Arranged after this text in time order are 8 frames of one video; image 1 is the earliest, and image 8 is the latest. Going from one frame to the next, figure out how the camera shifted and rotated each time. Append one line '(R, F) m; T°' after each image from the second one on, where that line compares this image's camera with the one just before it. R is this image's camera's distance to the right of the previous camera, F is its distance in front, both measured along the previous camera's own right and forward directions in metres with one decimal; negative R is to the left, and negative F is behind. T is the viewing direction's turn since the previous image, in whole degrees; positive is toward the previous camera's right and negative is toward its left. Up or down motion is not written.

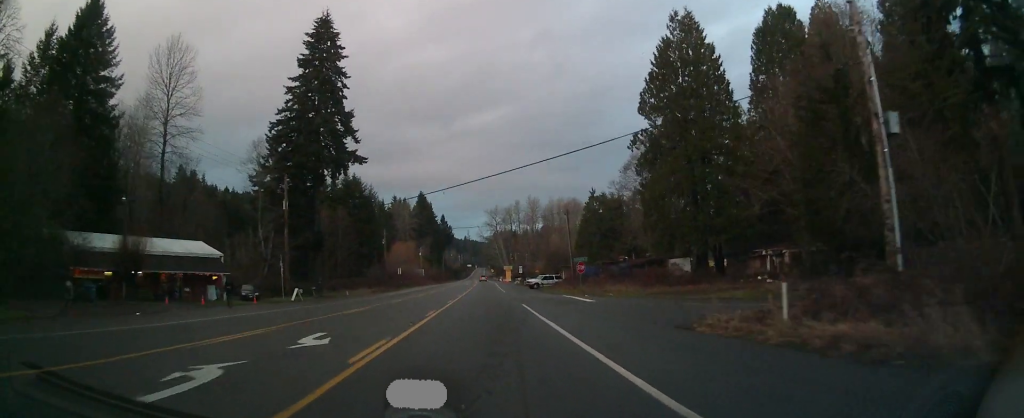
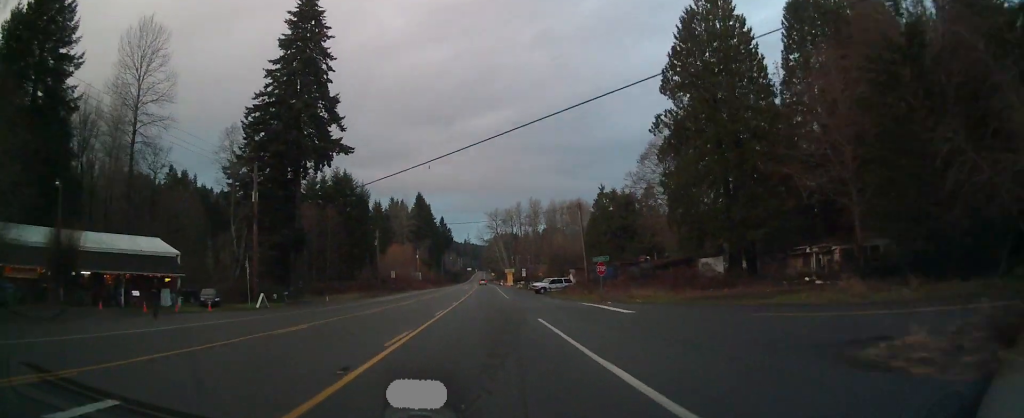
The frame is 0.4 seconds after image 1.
(0.0, +7.9) m; 0°
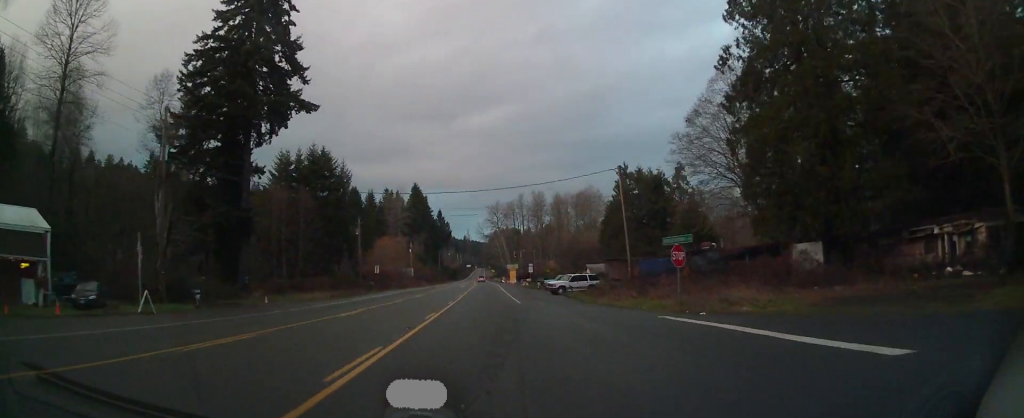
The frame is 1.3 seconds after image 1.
(0.0, +15.2) m; 0°
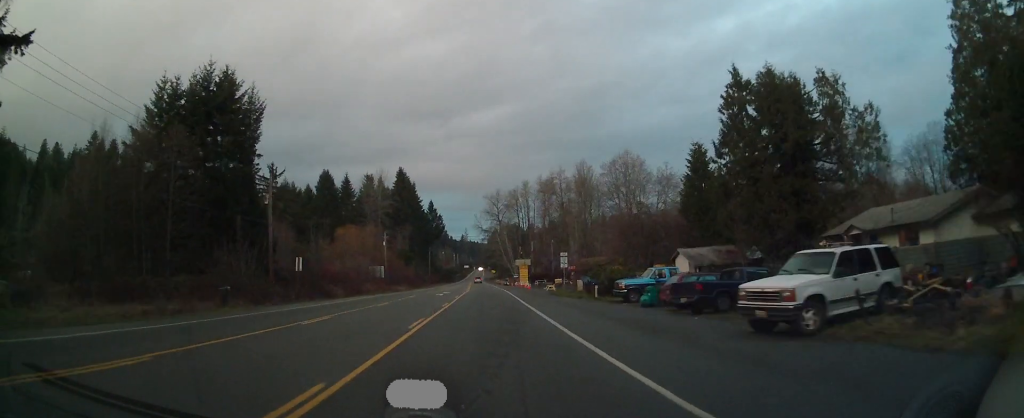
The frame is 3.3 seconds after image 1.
(-0.2, +44.3) m; -1°
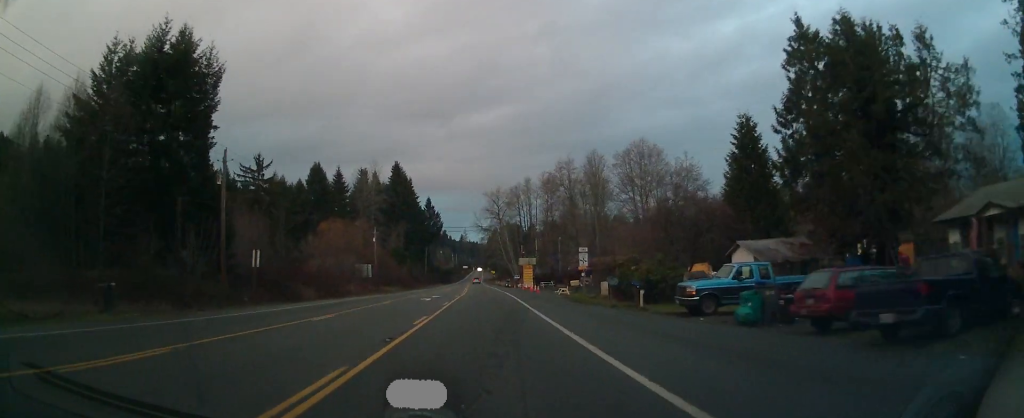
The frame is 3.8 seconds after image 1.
(0.0, +12.8) m; 0°
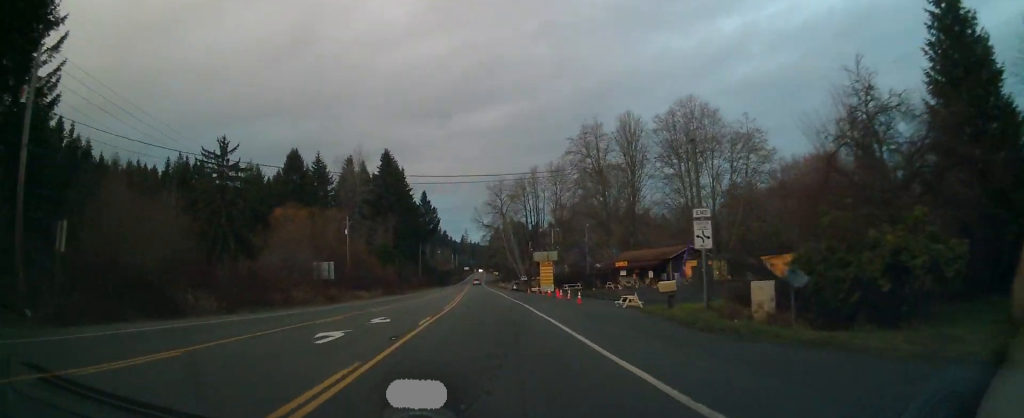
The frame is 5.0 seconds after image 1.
(-0.1, +26.9) m; 0°
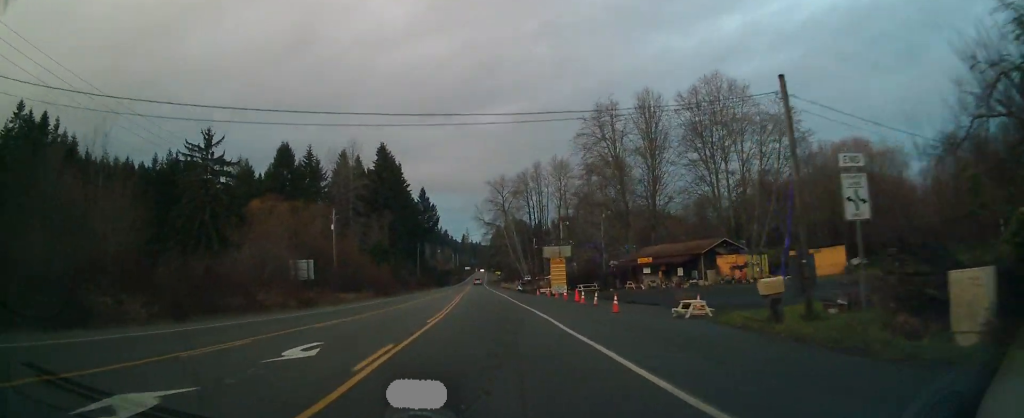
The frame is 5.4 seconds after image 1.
(0.0, +9.6) m; 0°
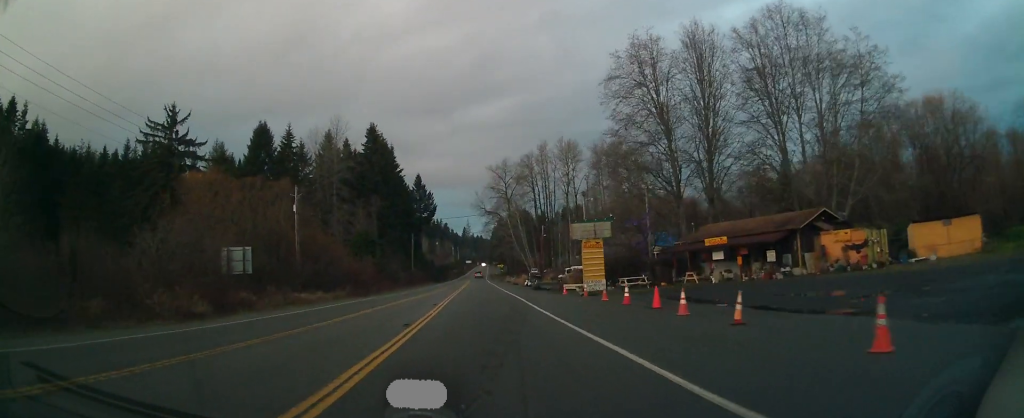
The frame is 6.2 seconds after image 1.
(0.0, +18.0) m; +1°
